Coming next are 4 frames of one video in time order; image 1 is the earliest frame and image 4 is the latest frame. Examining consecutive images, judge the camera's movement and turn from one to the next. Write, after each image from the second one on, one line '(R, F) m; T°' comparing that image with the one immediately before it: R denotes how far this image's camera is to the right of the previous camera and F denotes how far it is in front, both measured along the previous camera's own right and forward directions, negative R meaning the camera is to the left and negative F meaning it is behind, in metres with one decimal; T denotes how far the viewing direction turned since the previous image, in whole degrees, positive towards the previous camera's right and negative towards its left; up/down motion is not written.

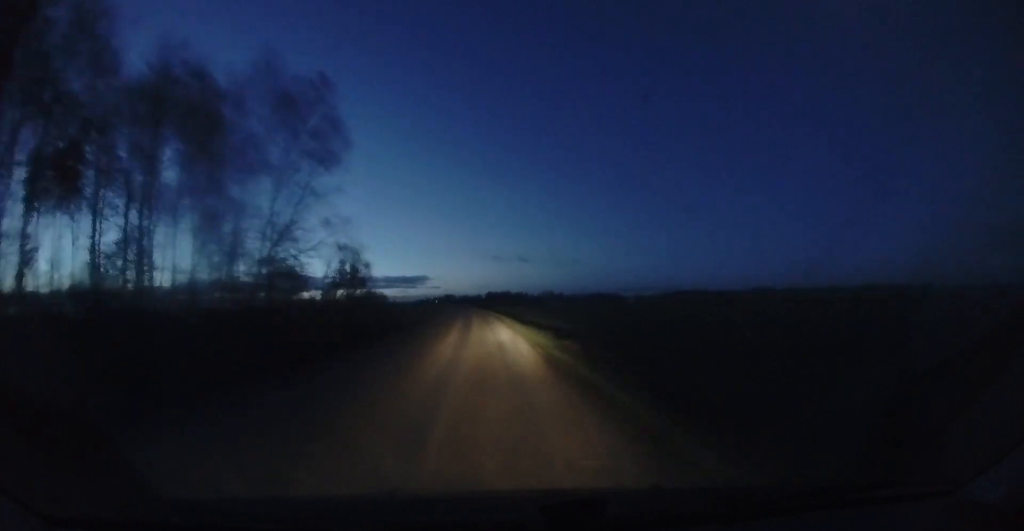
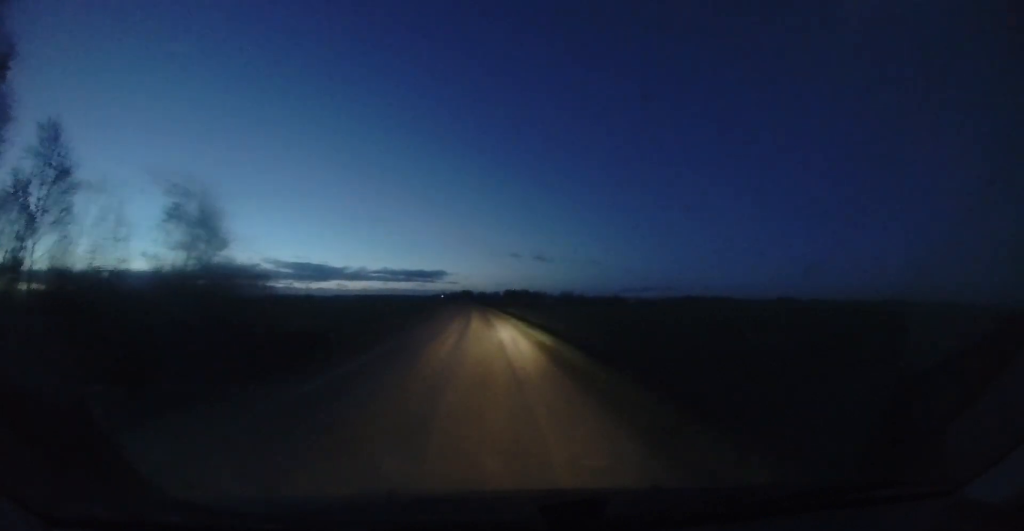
(-0.4, +23.2) m; -3°
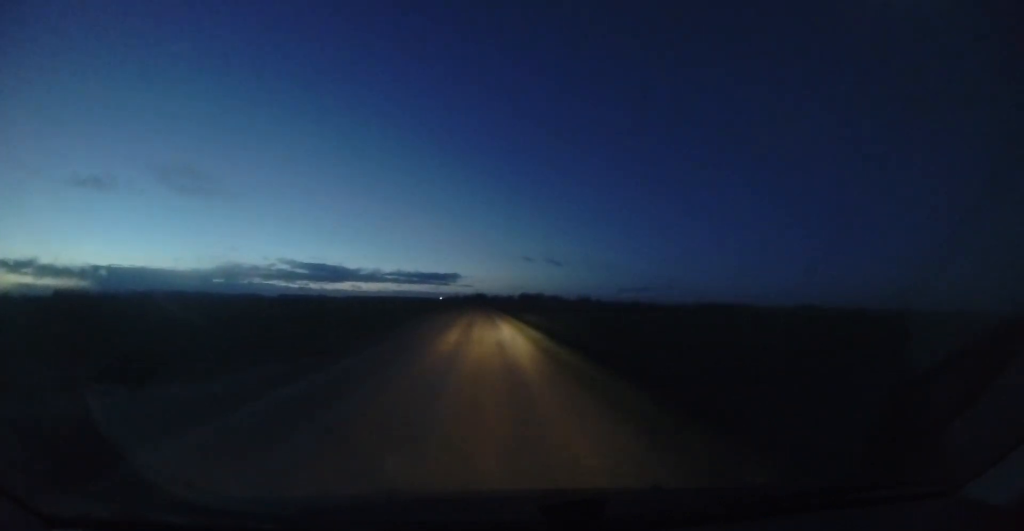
(-0.4, +23.7) m; -1°
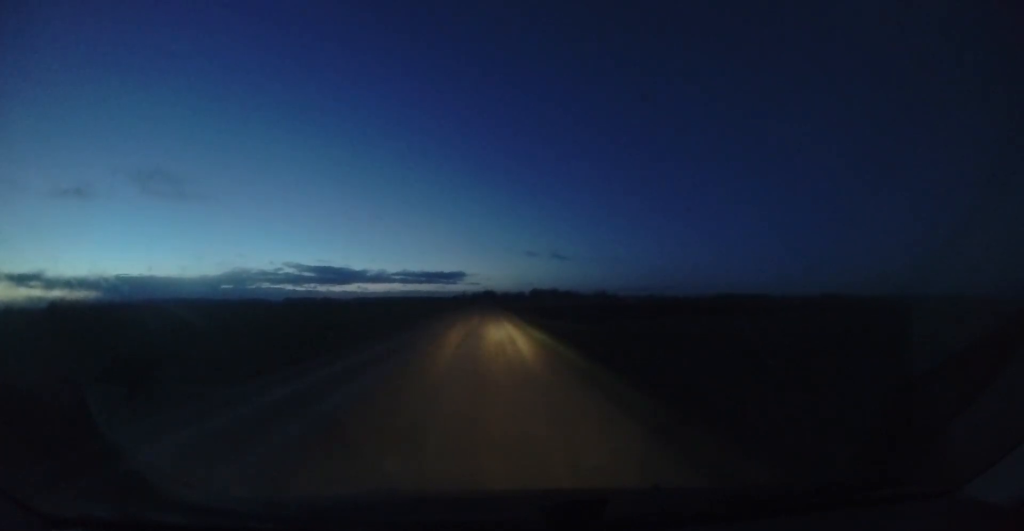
(-0.5, +57.5) m; -1°
